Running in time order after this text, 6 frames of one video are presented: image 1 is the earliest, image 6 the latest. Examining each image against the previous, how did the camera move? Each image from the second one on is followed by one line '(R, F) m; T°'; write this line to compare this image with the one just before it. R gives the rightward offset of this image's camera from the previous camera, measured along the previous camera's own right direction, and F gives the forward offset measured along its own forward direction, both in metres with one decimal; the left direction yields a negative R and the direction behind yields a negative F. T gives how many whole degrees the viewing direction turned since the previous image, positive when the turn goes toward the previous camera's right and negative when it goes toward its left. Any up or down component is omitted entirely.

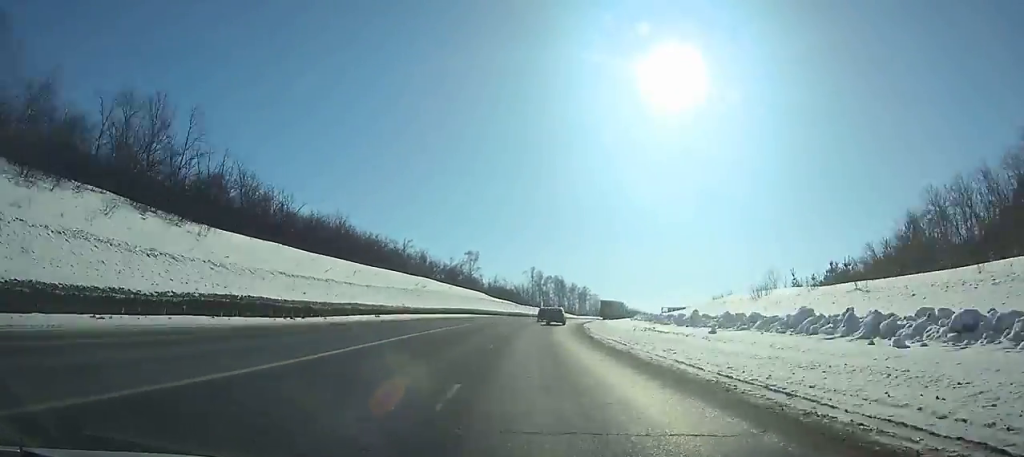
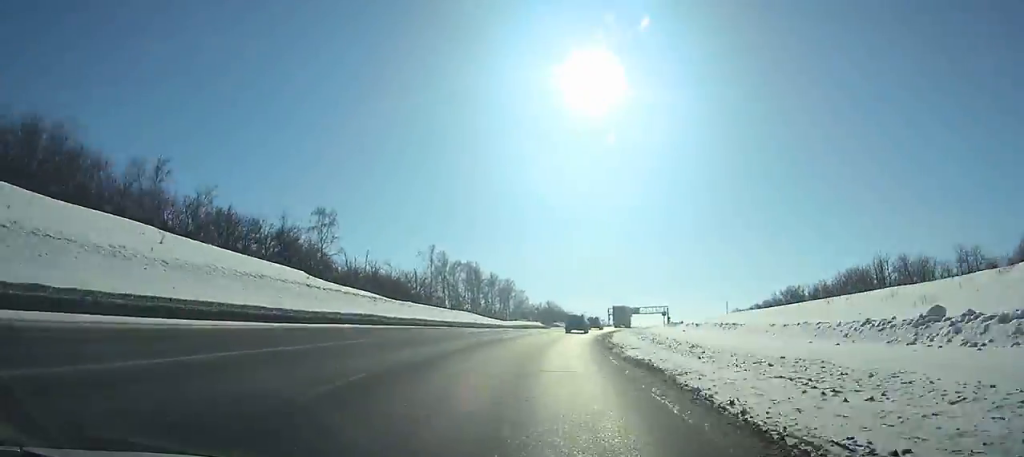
(+2.5, +69.2) m; +7°
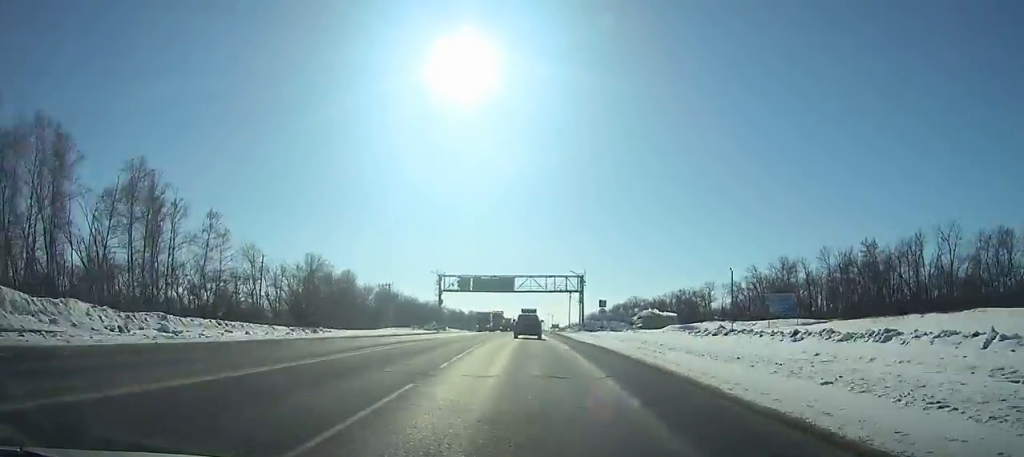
(+19.2, +128.0) m; +13°
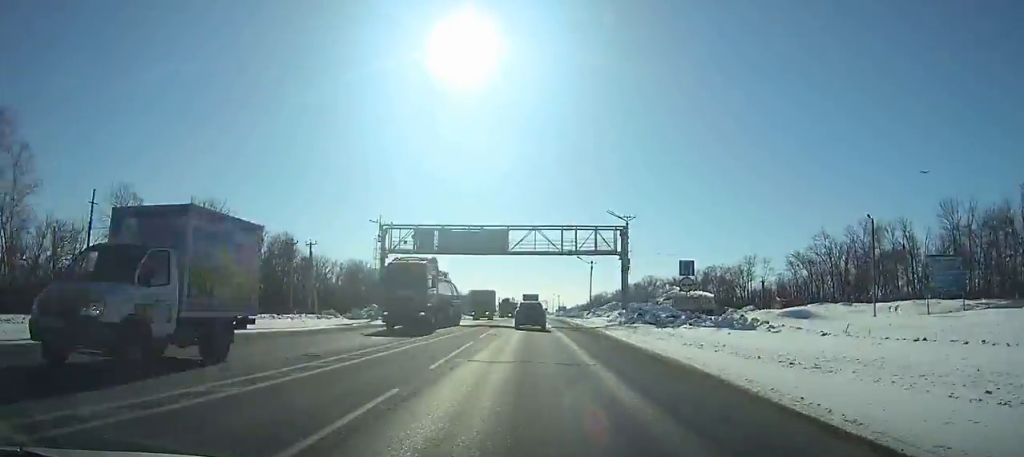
(+0.2, +36.3) m; 0°
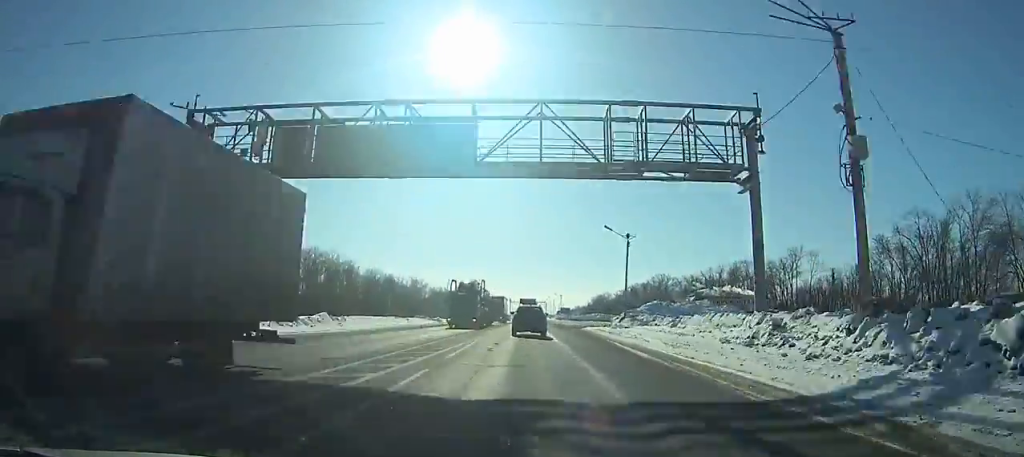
(+0.1, +32.4) m; 0°
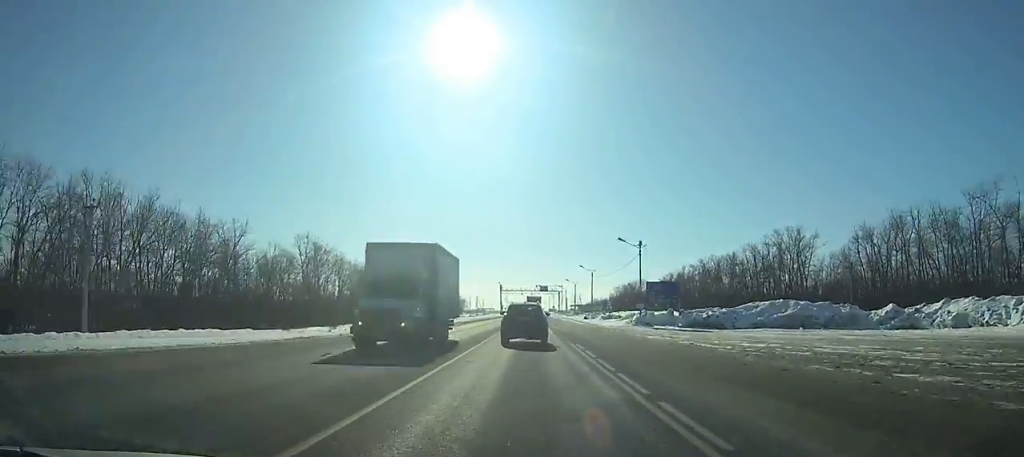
(+0.2, +138.0) m; 0°
